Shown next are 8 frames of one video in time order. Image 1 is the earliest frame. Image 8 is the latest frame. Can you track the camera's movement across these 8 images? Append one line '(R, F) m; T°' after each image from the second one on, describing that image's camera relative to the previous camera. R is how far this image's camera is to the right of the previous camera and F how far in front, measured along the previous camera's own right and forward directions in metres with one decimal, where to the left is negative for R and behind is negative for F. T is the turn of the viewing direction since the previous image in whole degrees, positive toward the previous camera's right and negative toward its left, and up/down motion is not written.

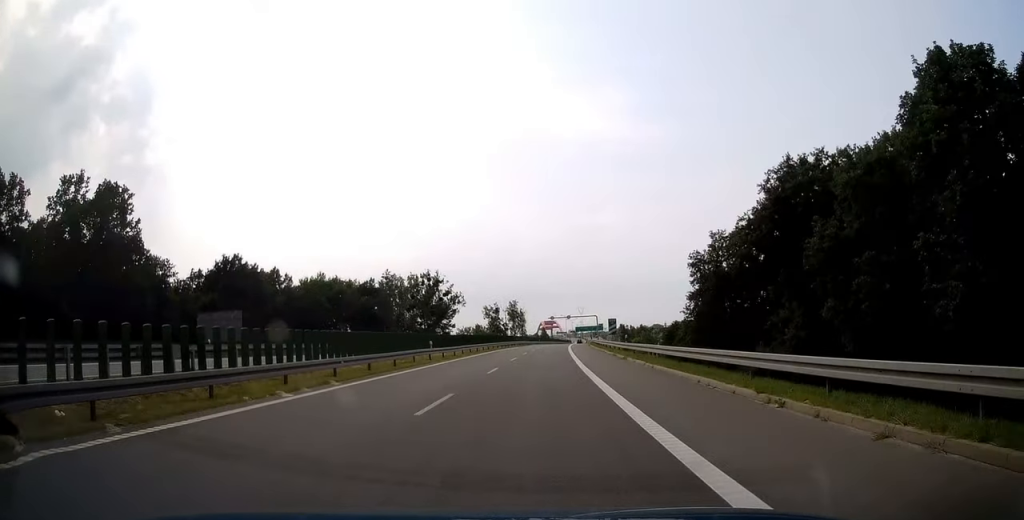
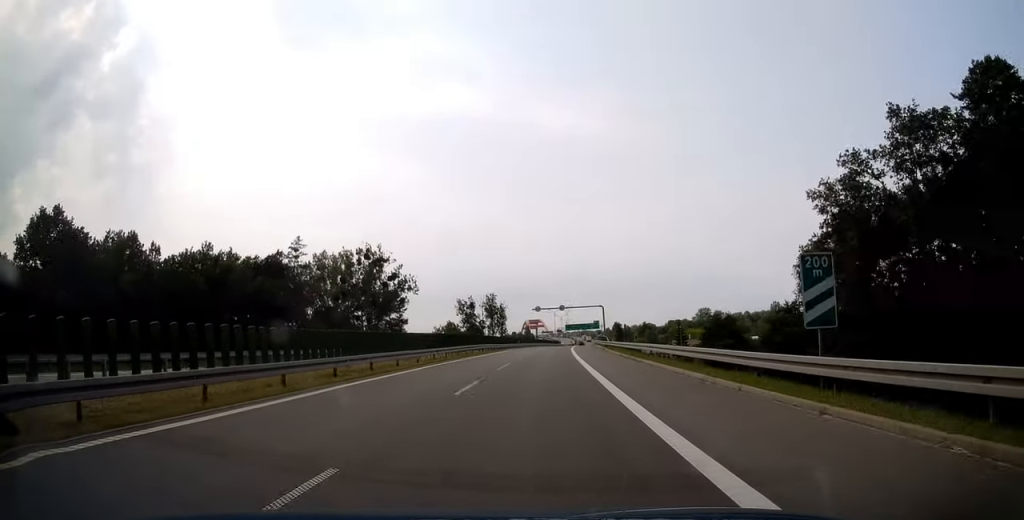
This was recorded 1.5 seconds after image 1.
(+0.6, +44.1) m; +2°
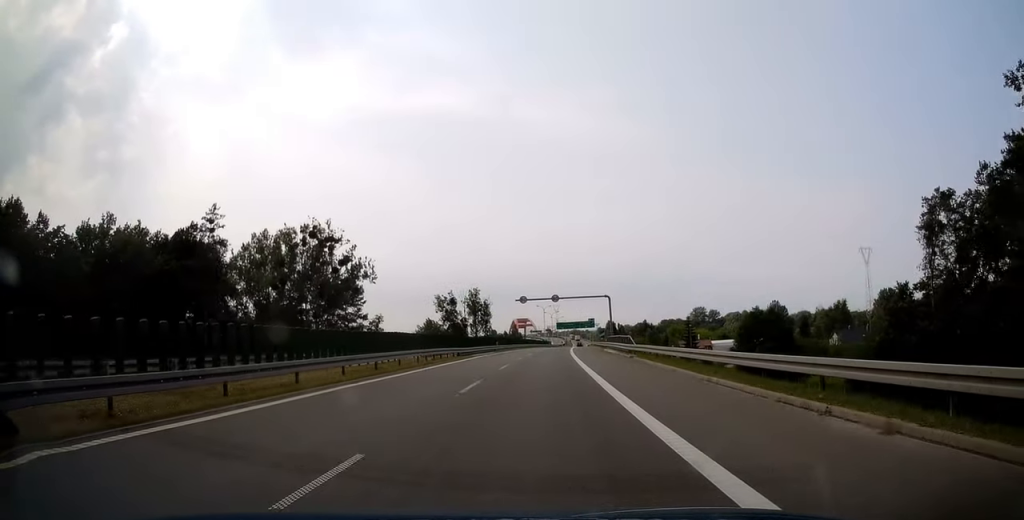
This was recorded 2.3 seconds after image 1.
(+0.3, +23.0) m; +1°
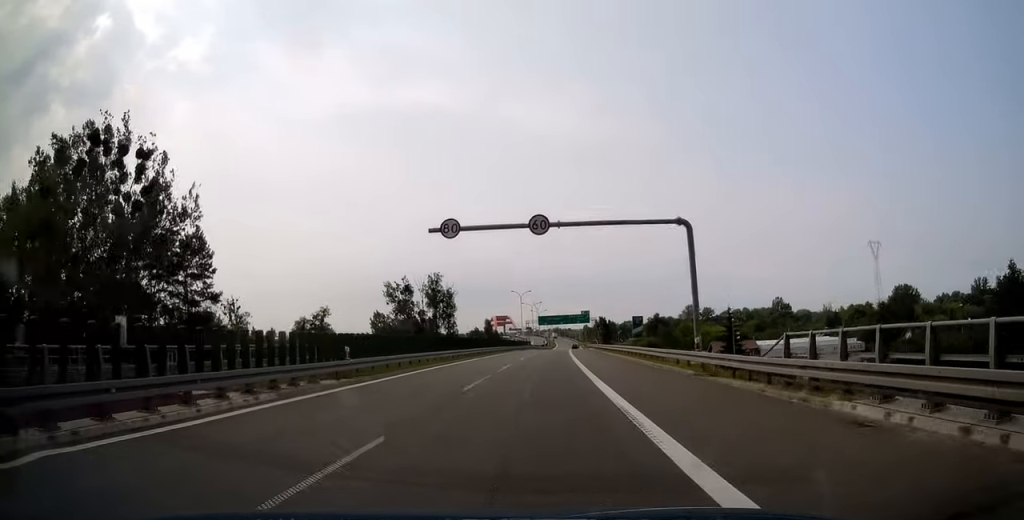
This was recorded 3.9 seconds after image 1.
(+0.5, +46.7) m; +1°
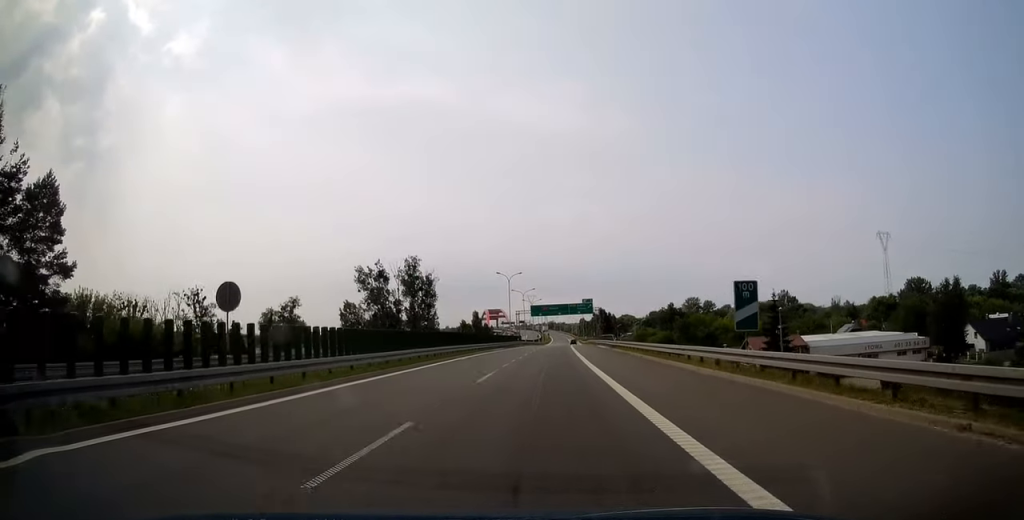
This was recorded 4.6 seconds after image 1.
(+0.2, +23.1) m; +1°
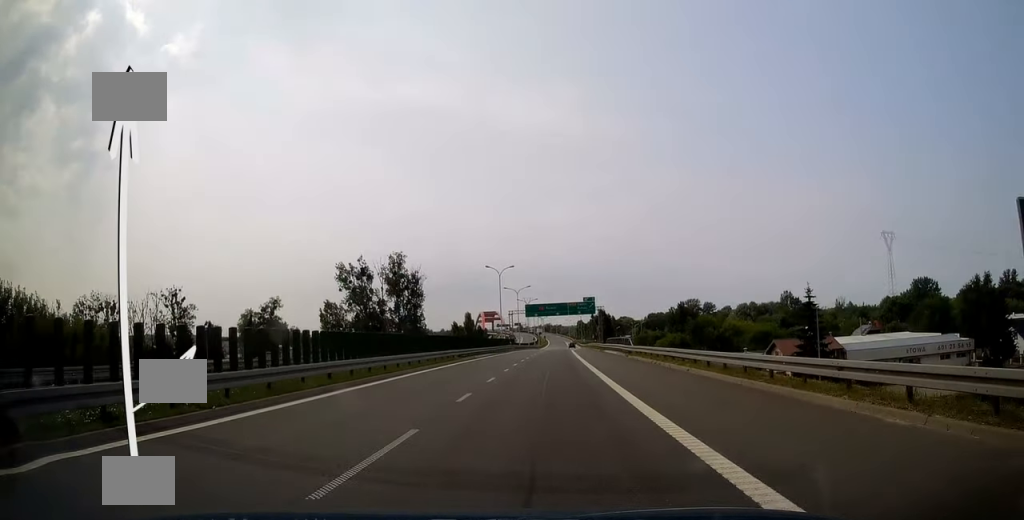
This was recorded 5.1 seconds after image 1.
(0.0, +12.3) m; 0°
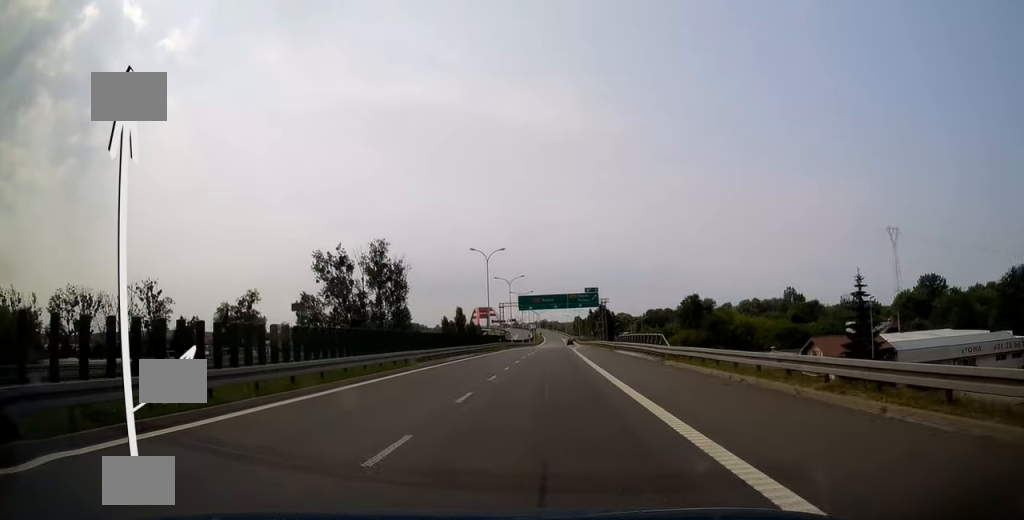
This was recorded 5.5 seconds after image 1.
(-0.1, +12.8) m; 0°
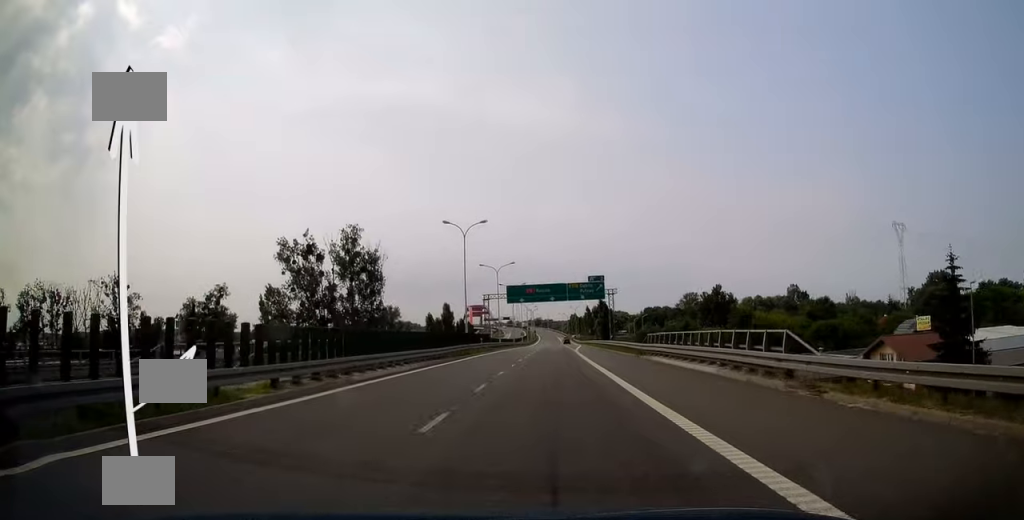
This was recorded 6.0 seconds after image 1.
(+0.2, +15.7) m; 0°
